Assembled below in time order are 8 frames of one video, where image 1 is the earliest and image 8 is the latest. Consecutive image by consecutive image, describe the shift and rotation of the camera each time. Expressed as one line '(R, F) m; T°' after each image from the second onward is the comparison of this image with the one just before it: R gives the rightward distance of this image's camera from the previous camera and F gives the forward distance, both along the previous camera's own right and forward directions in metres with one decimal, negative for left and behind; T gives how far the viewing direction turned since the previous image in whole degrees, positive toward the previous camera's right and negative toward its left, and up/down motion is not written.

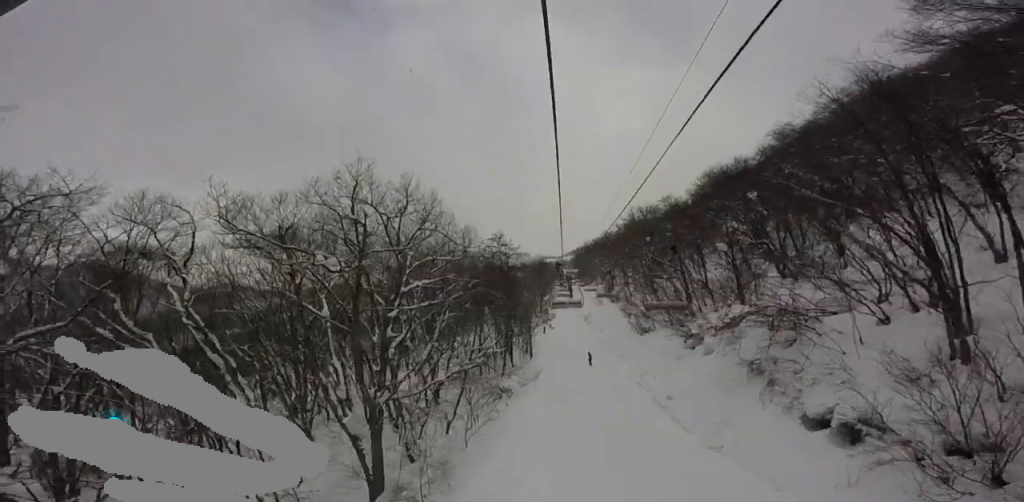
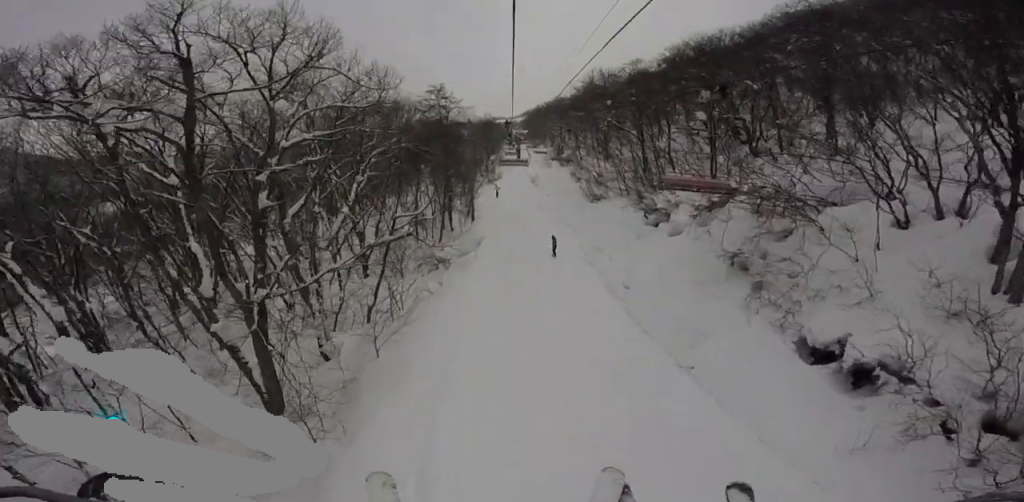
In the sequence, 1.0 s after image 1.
(0.0, +4.0) m; 0°
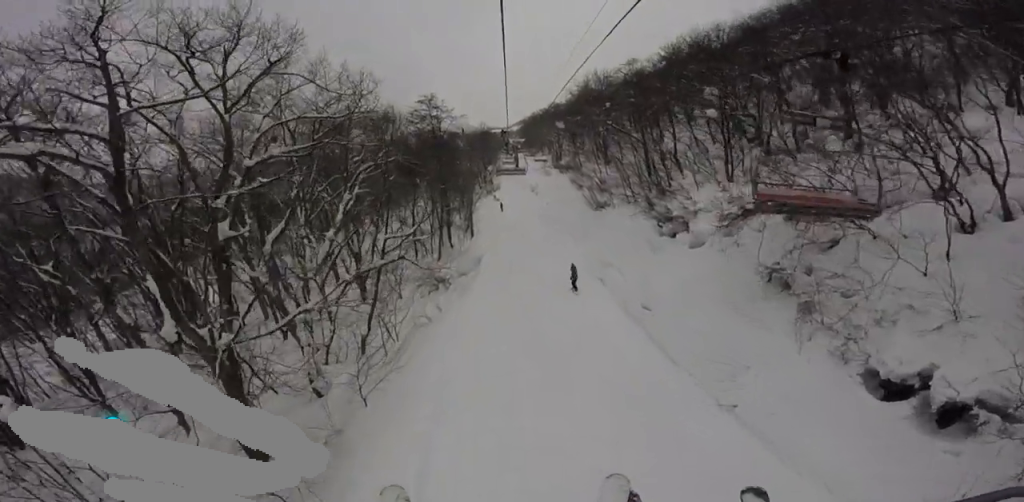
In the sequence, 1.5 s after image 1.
(0.0, +2.2) m; 0°
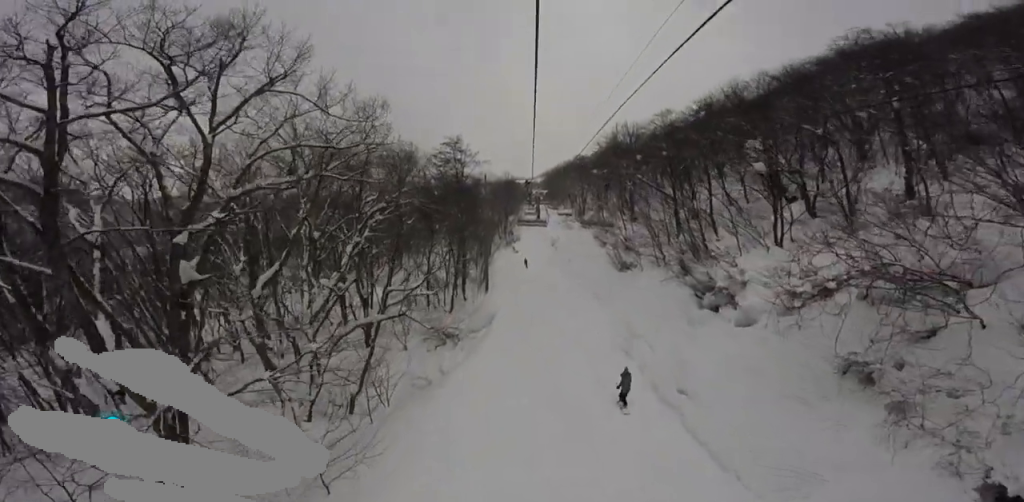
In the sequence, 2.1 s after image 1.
(0.0, +2.8) m; 0°
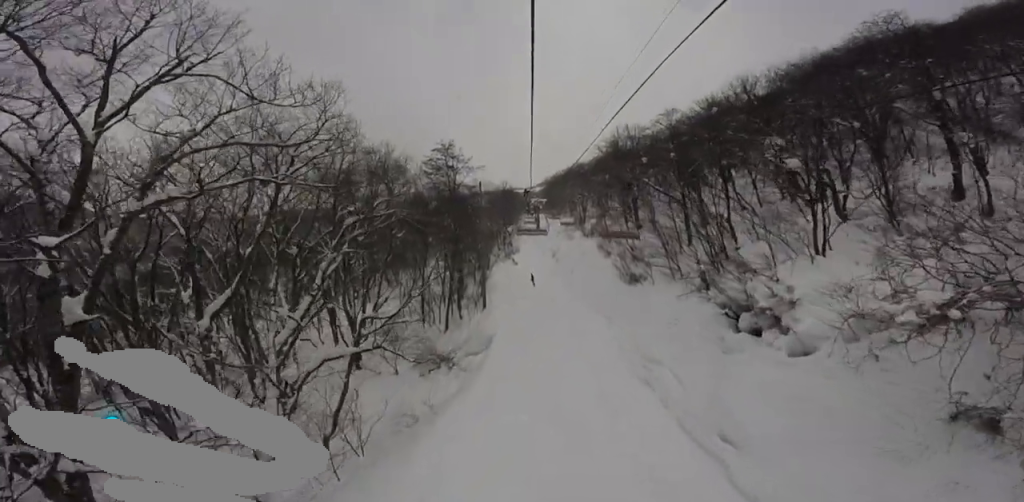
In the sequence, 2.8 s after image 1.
(0.0, +3.9) m; 0°
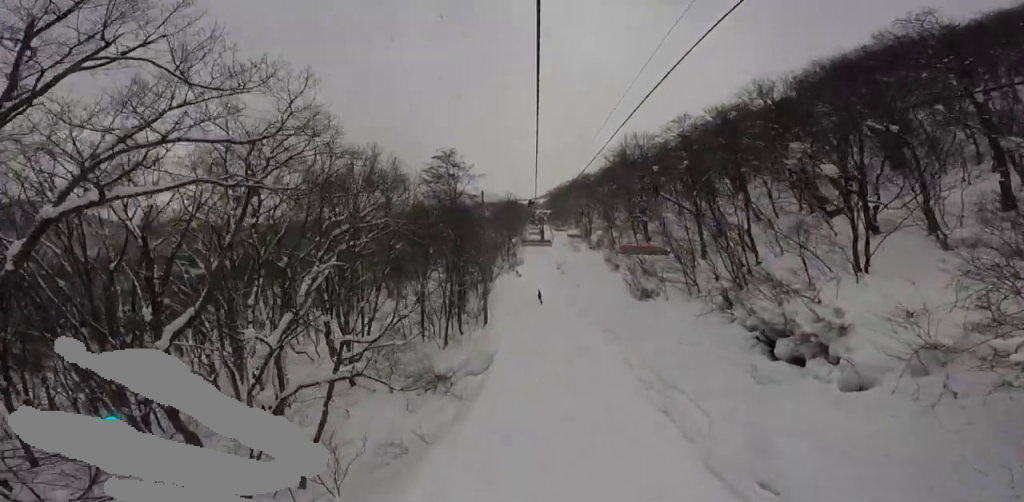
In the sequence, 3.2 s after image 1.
(0.0, +2.7) m; 0°
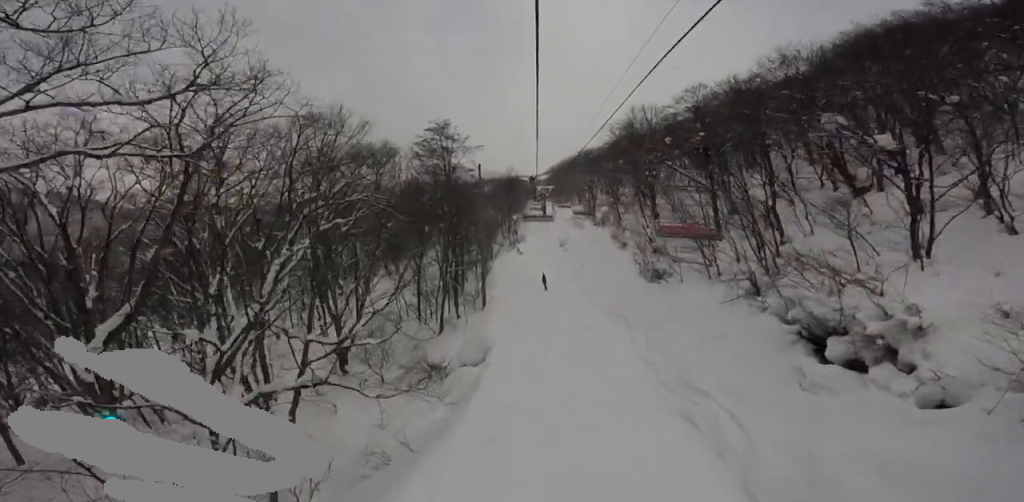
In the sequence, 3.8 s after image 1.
(0.0, +3.8) m; +1°
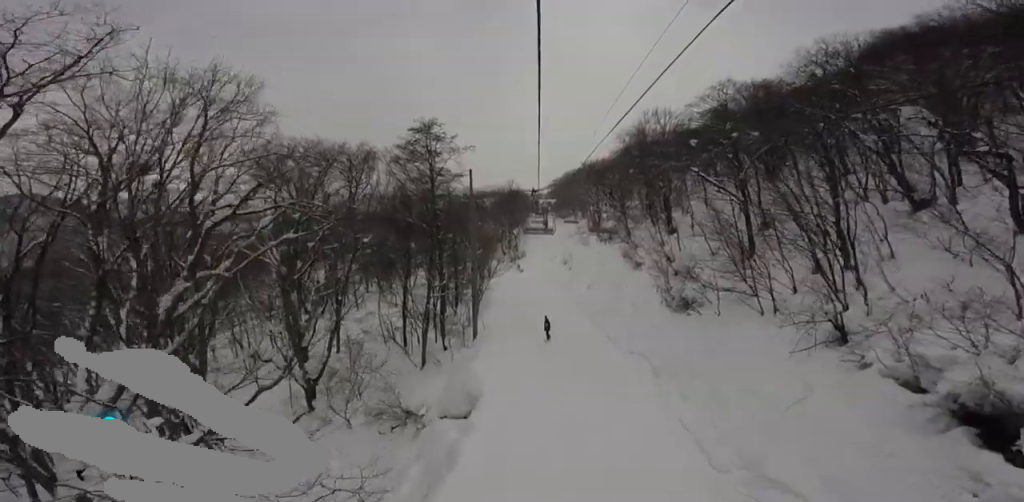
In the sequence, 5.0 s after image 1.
(+0.2, +9.0) m; +6°
